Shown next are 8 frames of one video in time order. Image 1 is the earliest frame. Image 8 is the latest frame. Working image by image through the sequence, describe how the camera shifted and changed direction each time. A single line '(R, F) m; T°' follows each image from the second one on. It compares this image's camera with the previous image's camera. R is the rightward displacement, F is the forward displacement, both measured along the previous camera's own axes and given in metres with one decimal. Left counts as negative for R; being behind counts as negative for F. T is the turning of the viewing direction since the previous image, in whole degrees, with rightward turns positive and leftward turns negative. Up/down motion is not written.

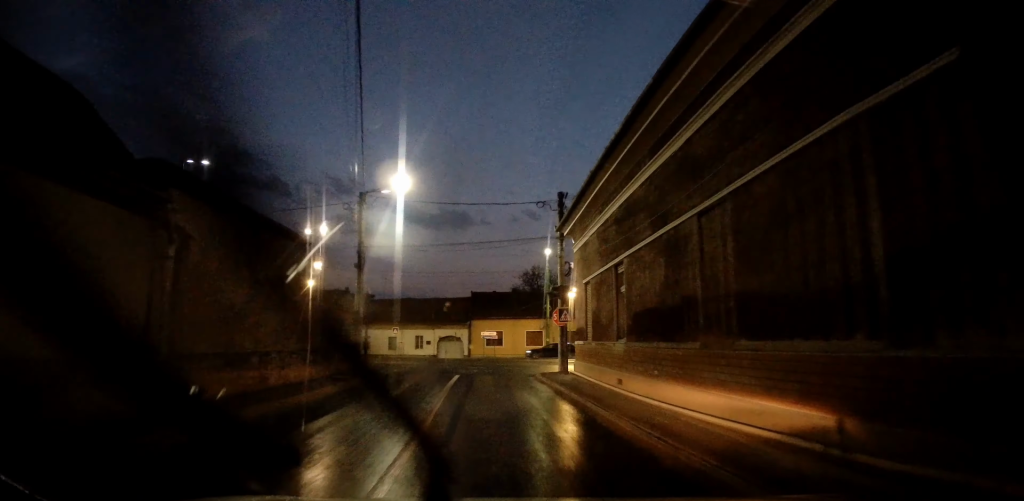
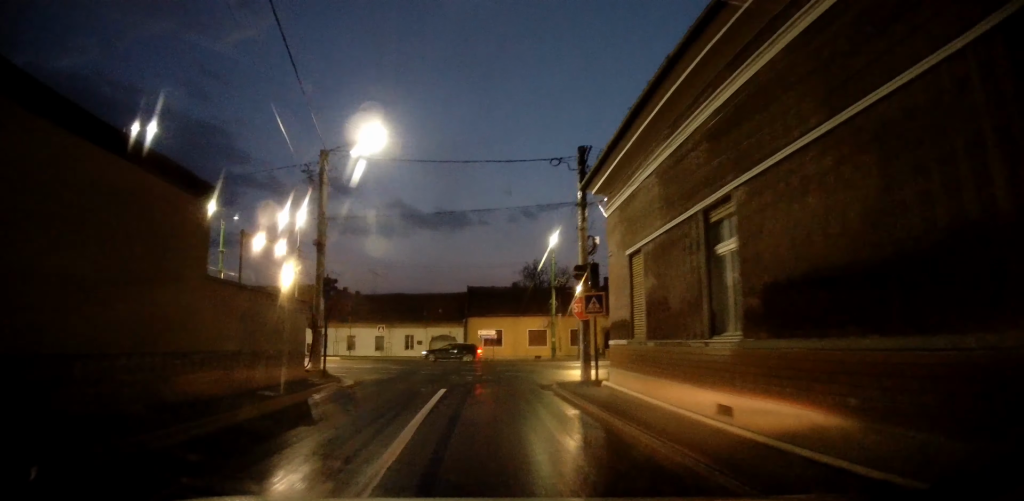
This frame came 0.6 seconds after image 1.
(+0.2, +6.2) m; +2°
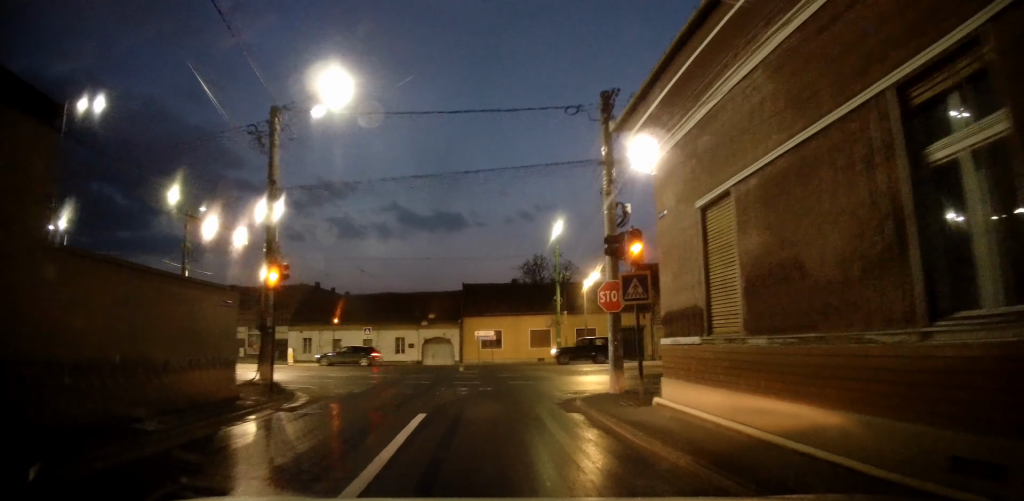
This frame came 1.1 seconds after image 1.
(0.0, +4.5) m; 0°
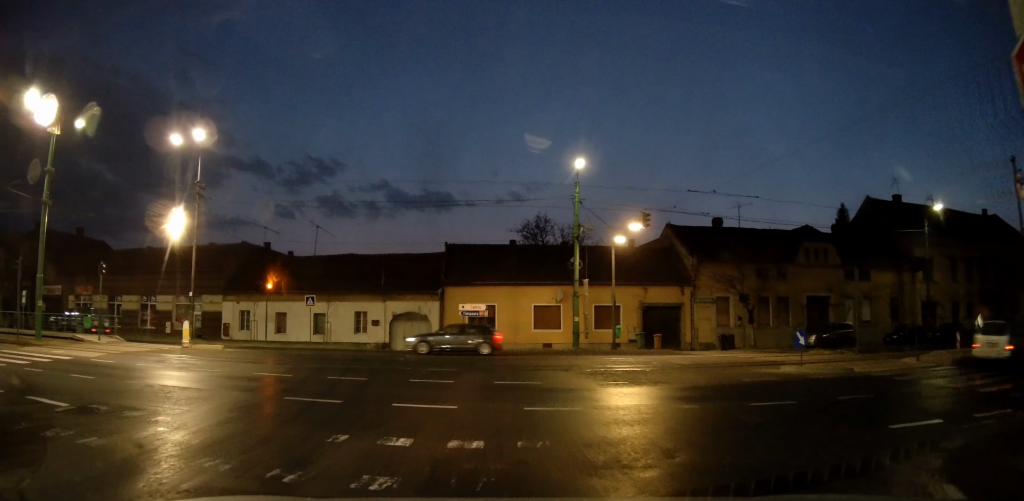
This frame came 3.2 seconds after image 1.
(0.0, +14.4) m; 0°
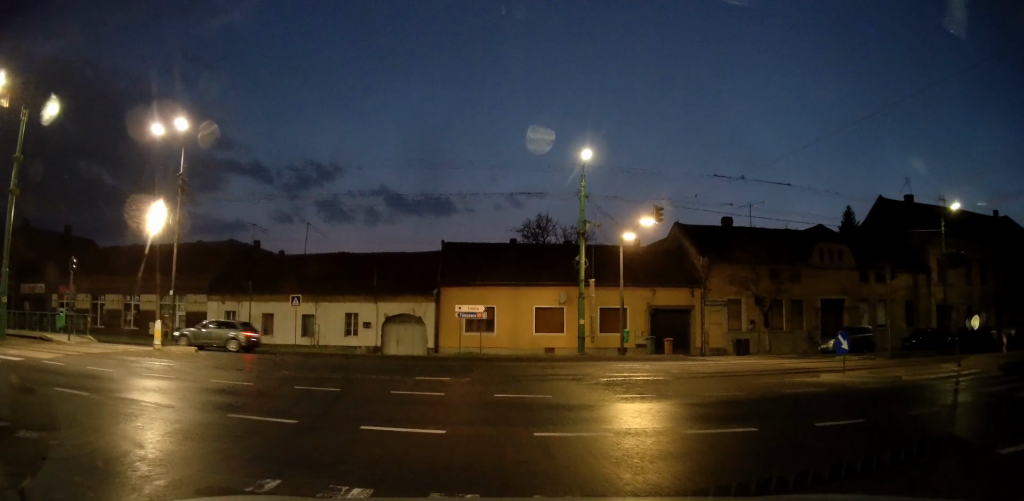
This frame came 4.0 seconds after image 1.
(0.0, +3.0) m; 0°
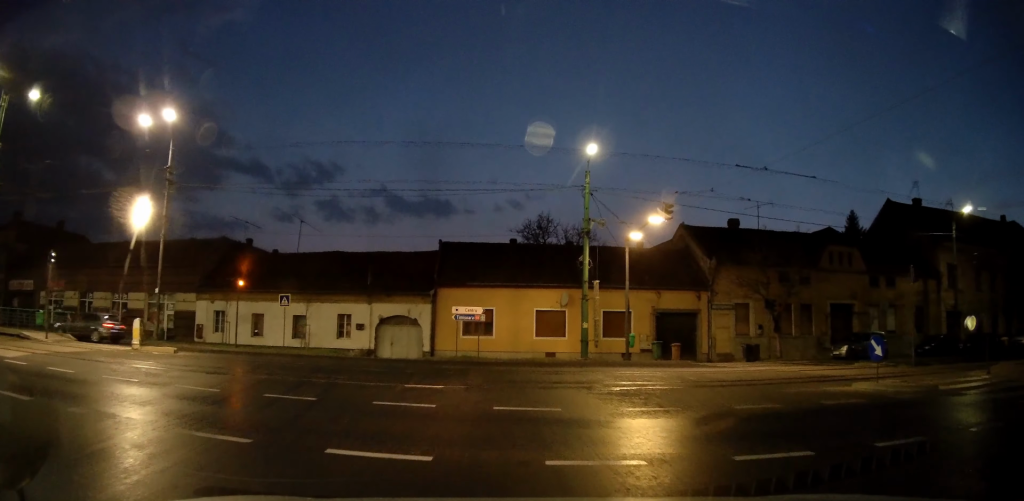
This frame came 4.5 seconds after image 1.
(0.0, +1.6) m; 0°
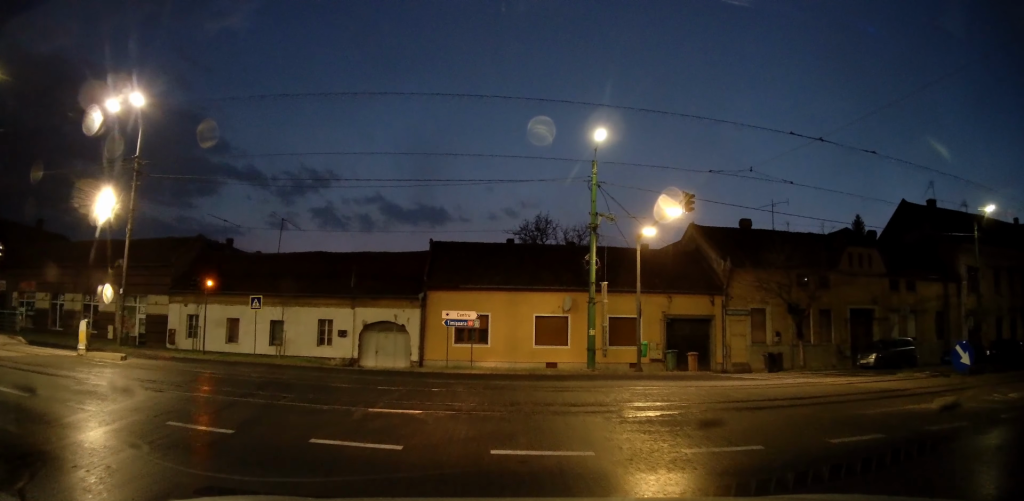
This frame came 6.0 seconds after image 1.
(0.0, +3.2) m; 0°
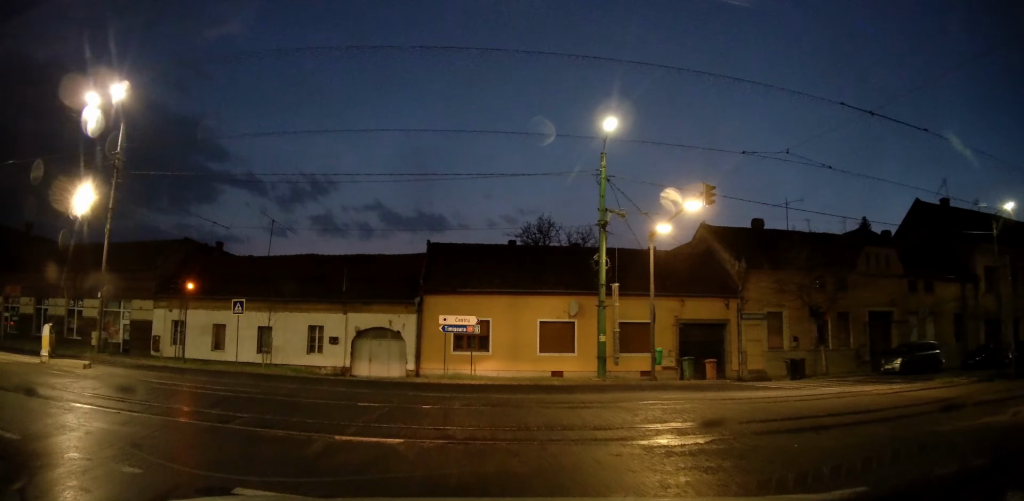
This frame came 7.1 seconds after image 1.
(0.0, +1.9) m; 0°
